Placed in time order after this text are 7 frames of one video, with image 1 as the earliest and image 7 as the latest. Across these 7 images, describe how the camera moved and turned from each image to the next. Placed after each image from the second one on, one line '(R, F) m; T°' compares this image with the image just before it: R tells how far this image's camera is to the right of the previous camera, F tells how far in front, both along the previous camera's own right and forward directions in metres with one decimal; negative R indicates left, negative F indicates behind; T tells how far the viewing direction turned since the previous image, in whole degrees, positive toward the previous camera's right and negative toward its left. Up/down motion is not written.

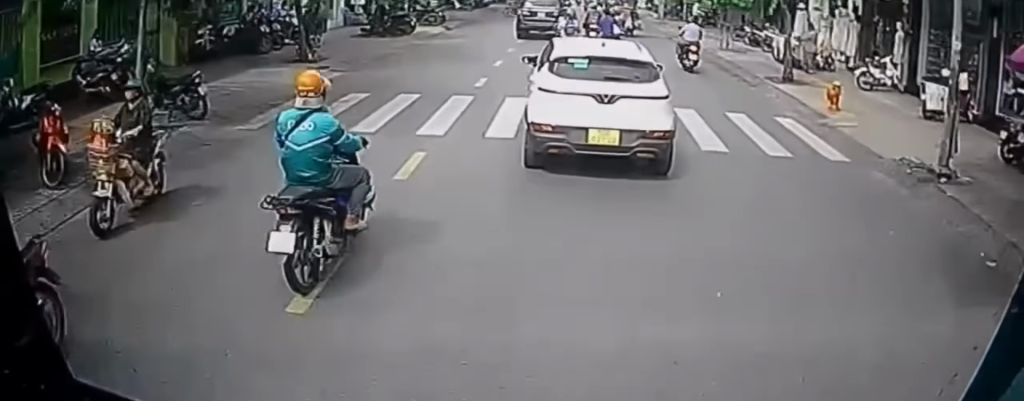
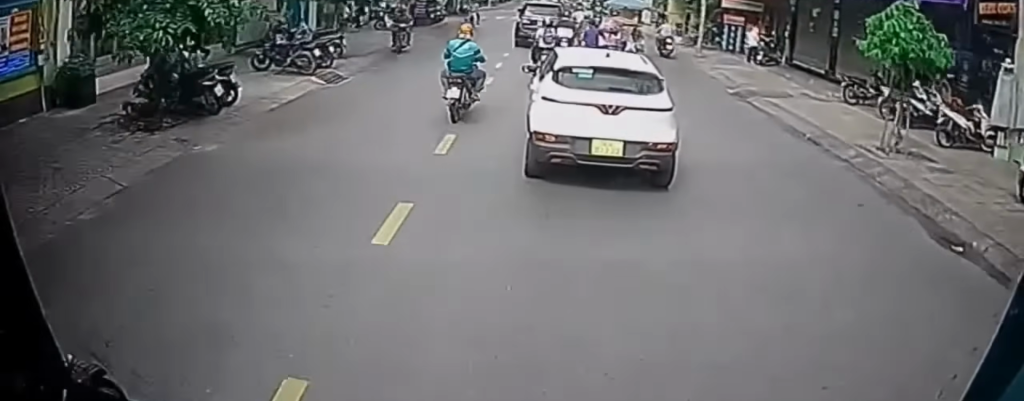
(+0.6, +10.6) m; +5°
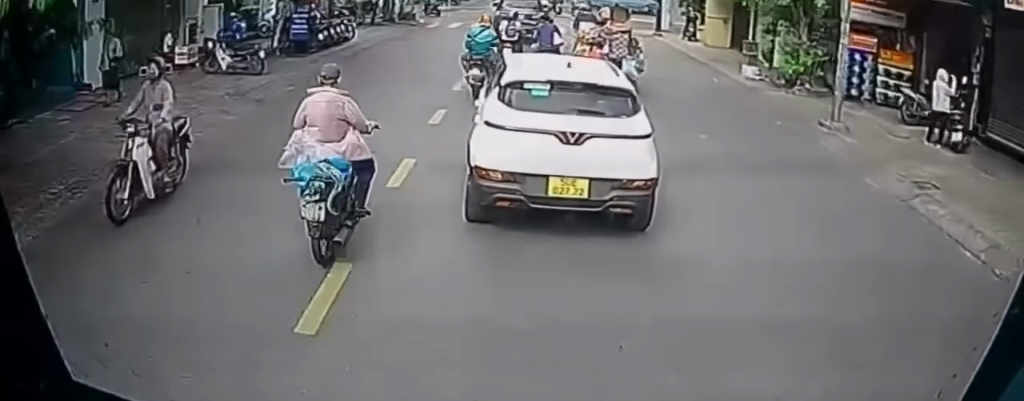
(+0.1, +8.9) m; 0°
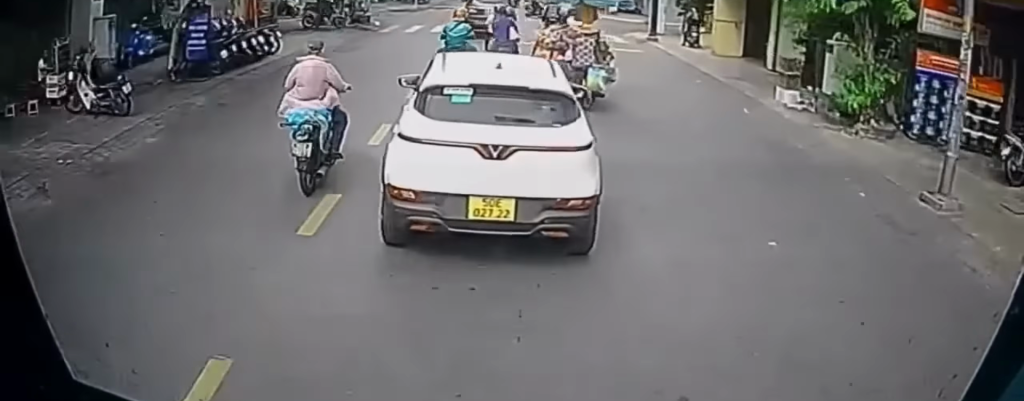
(0.0, +5.1) m; -1°
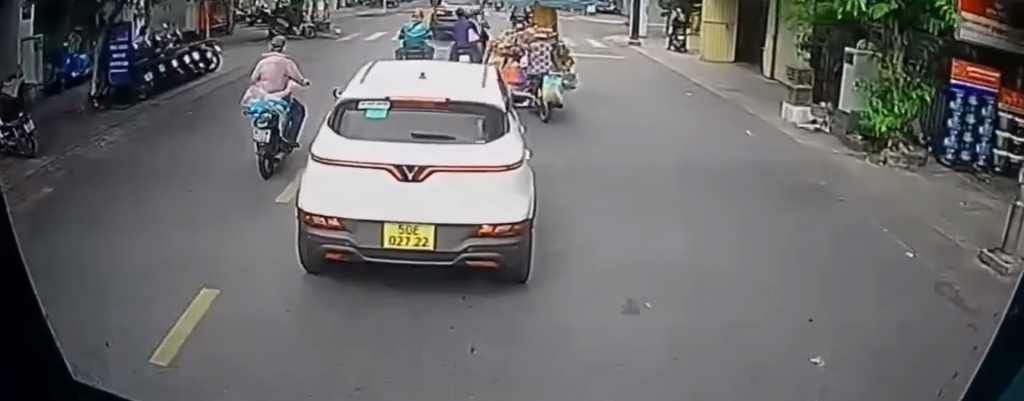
(0.0, +2.3) m; -1°
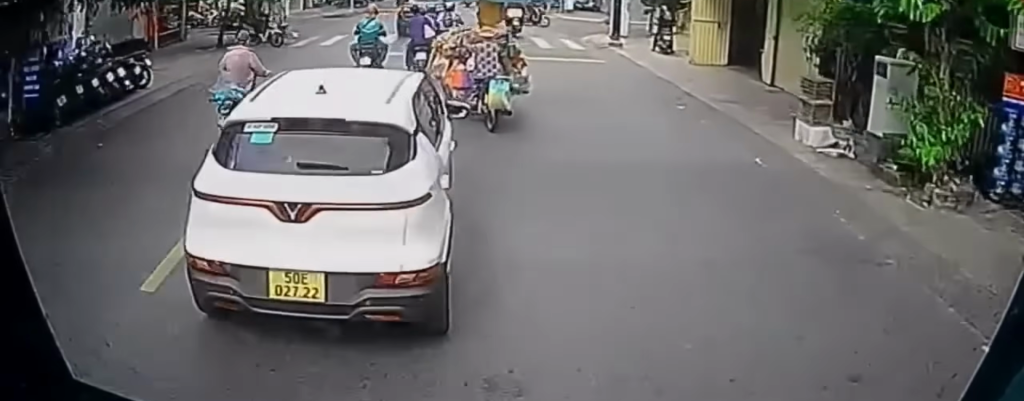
(0.0, +2.1) m; -1°
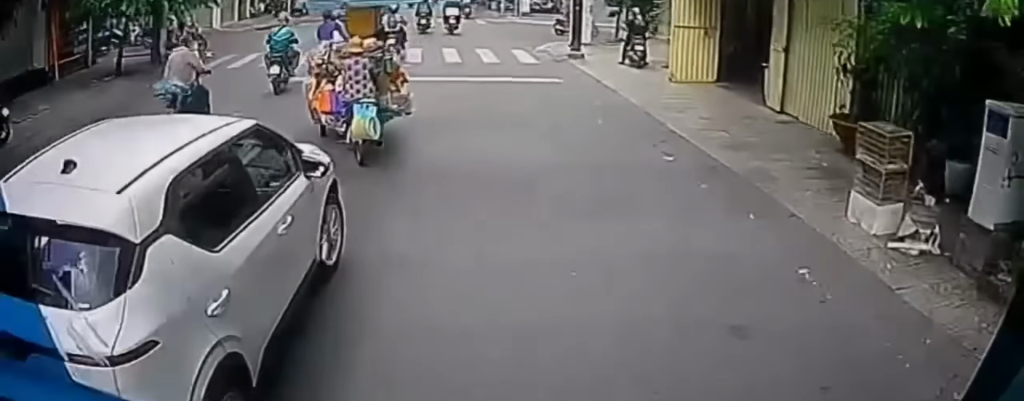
(0.0, +2.9) m; -1°
